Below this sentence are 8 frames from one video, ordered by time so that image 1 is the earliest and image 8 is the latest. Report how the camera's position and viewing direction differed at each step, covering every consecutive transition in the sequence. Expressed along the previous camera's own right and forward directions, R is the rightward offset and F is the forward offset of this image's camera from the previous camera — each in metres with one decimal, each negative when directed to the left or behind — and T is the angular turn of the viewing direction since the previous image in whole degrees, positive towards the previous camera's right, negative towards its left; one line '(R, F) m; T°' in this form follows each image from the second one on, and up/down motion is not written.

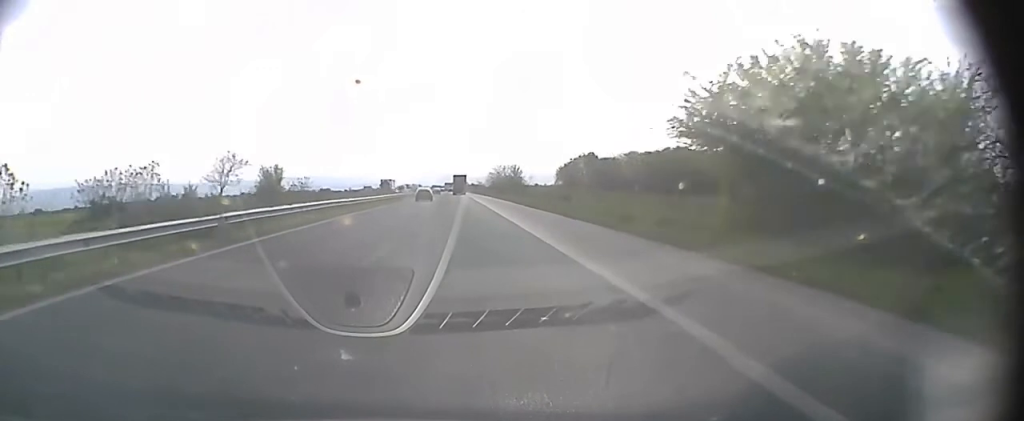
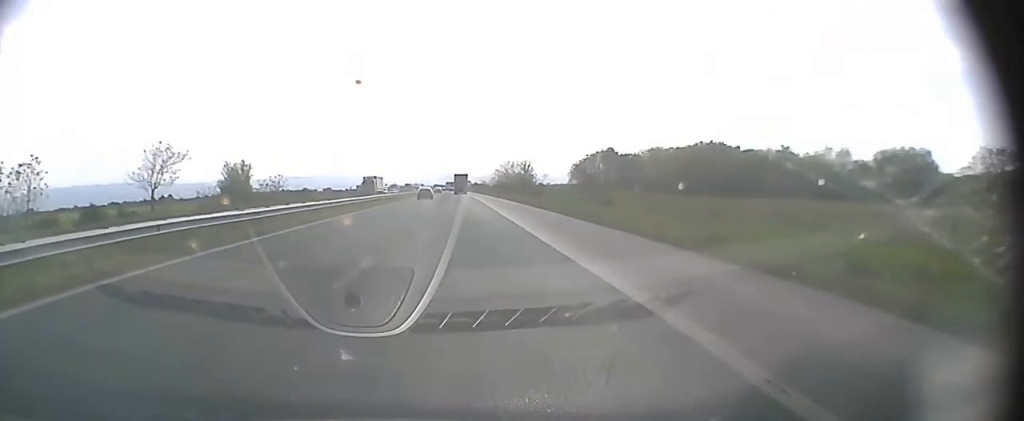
(-0.1, +20.5) m; 0°
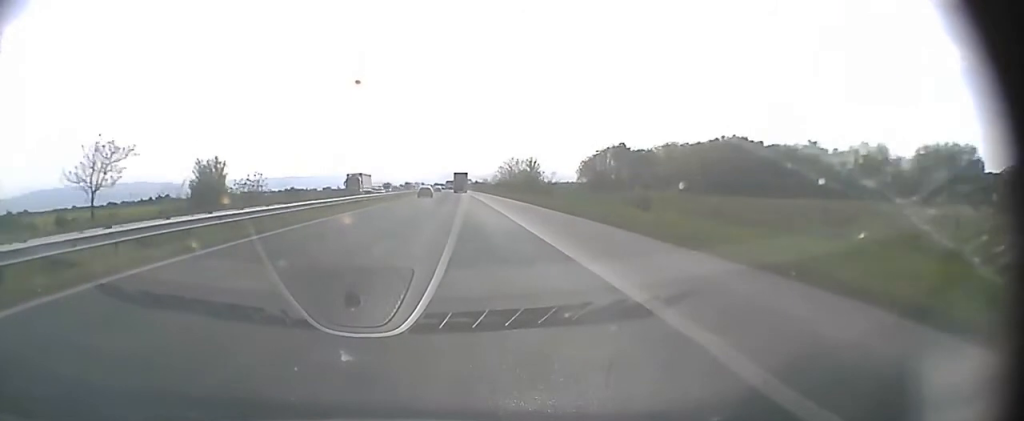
(0.0, +11.7) m; 0°
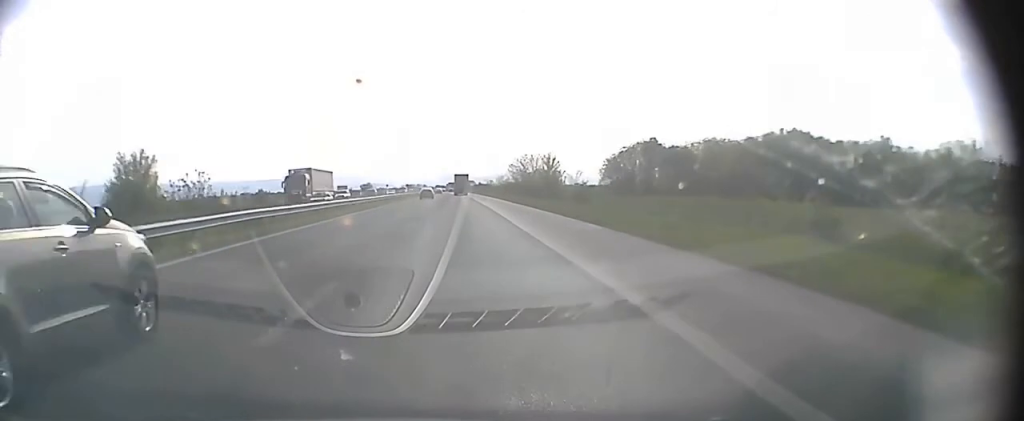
(-0.1, +23.4) m; 0°
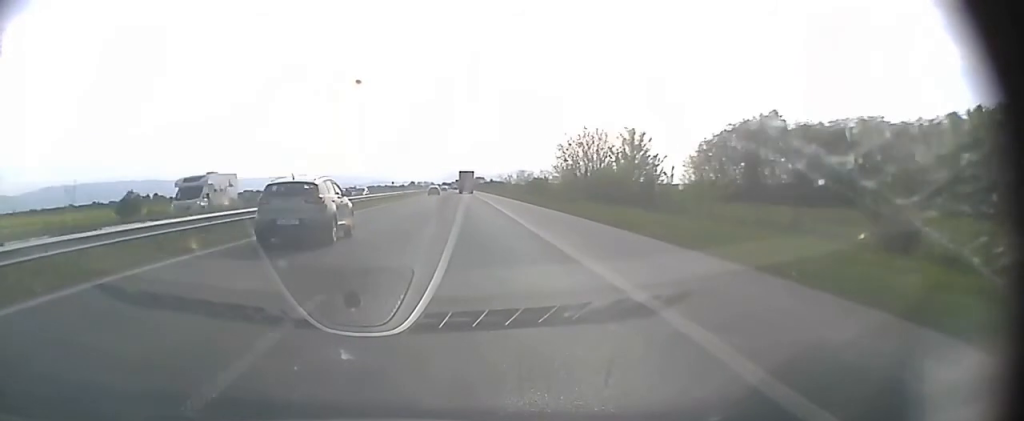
(-0.1, +49.3) m; 0°
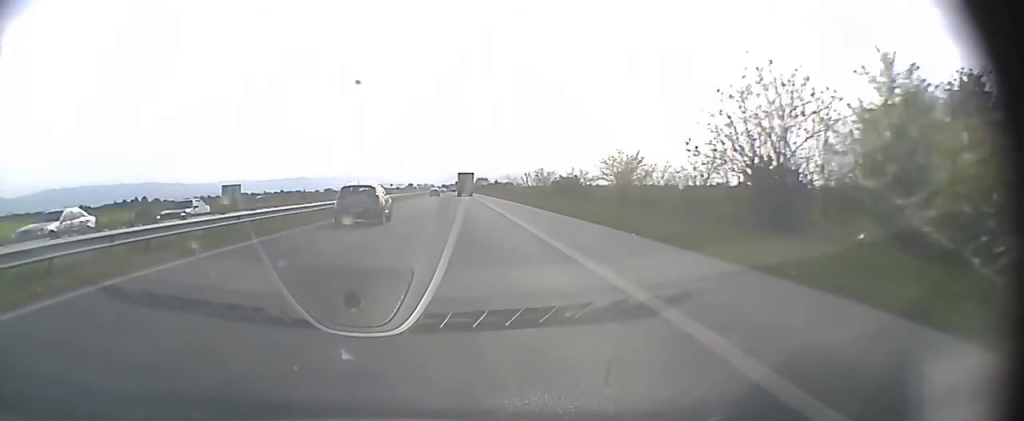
(-0.1, +37.6) m; 0°
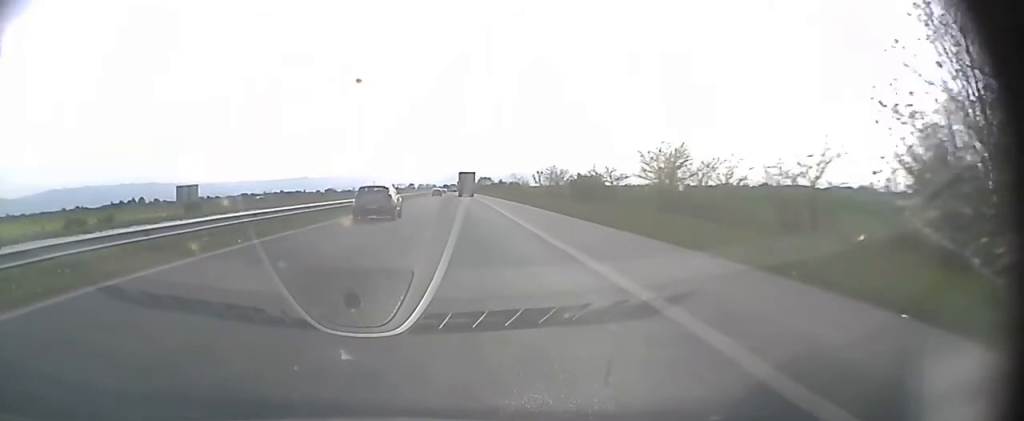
(0.0, +14.4) m; 0°
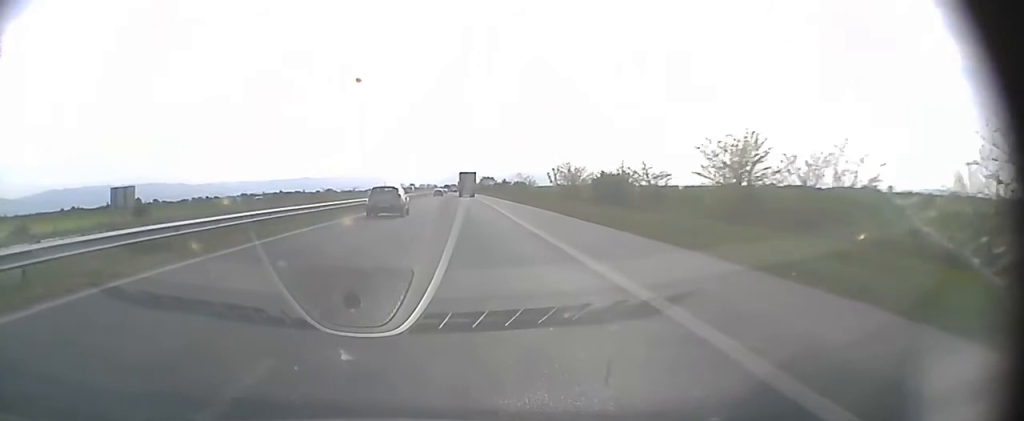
(0.0, +14.4) m; 0°
